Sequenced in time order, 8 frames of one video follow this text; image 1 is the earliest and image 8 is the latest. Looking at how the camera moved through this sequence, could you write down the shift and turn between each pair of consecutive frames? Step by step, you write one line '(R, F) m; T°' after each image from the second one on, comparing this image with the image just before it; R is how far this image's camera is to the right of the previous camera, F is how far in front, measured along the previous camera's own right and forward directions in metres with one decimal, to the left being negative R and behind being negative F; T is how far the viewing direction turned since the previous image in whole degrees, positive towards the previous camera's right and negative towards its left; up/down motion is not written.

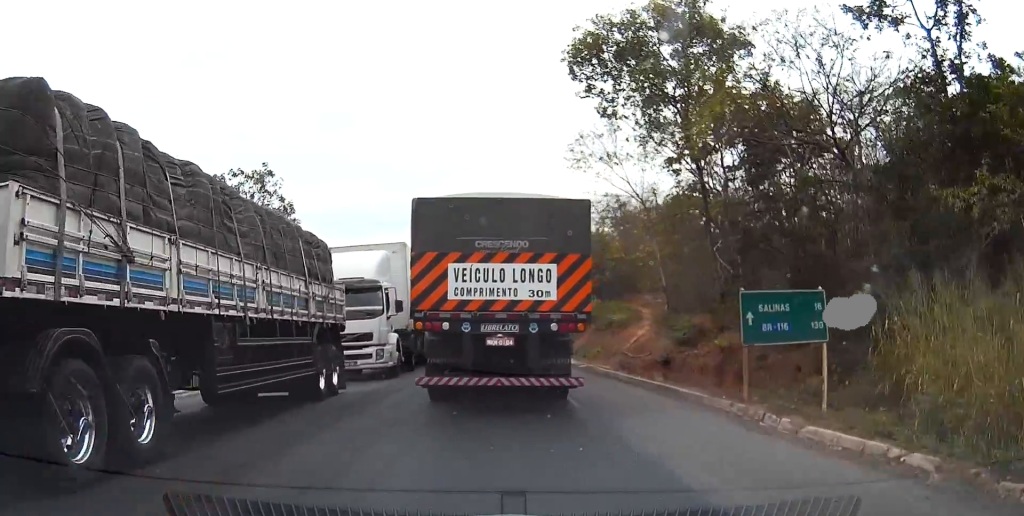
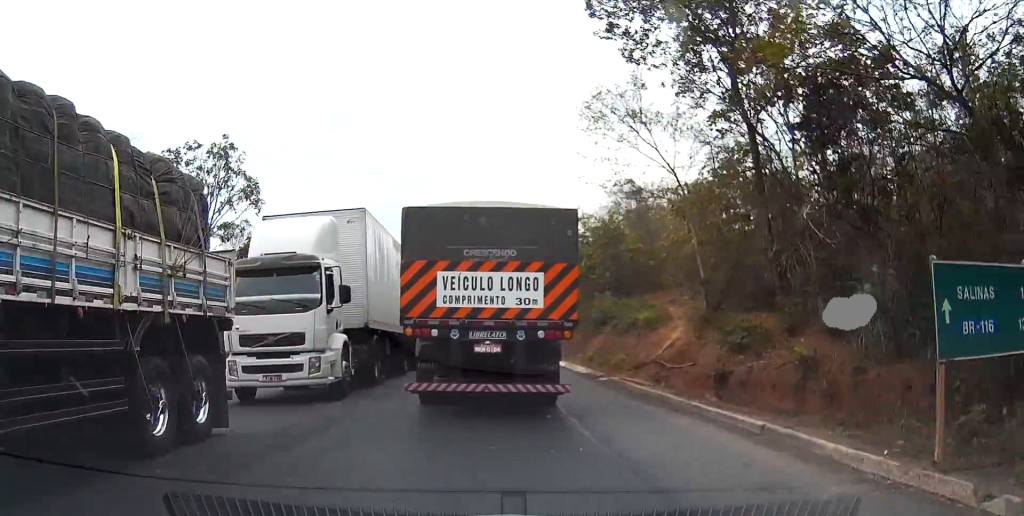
(0.0, +6.9) m; +1°
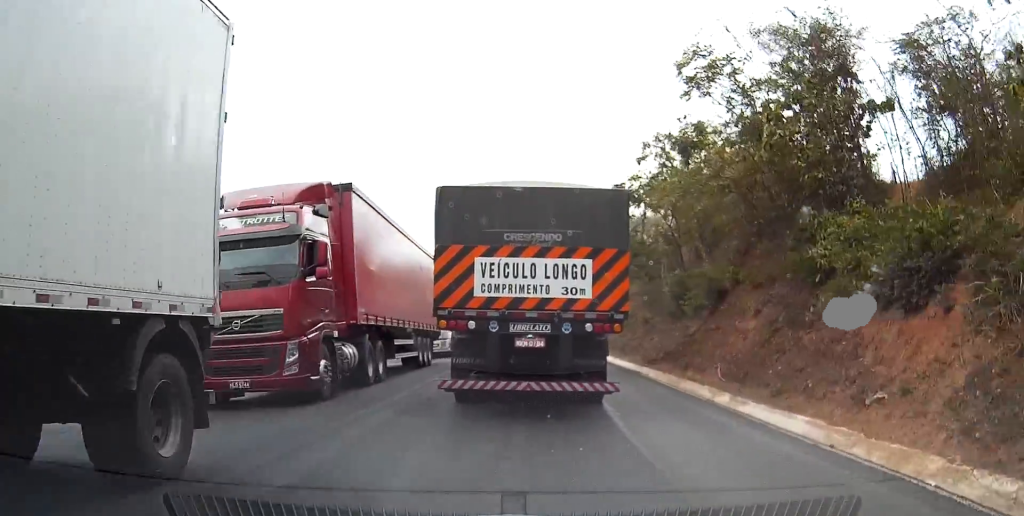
(-0.3, +27.6) m; -2°
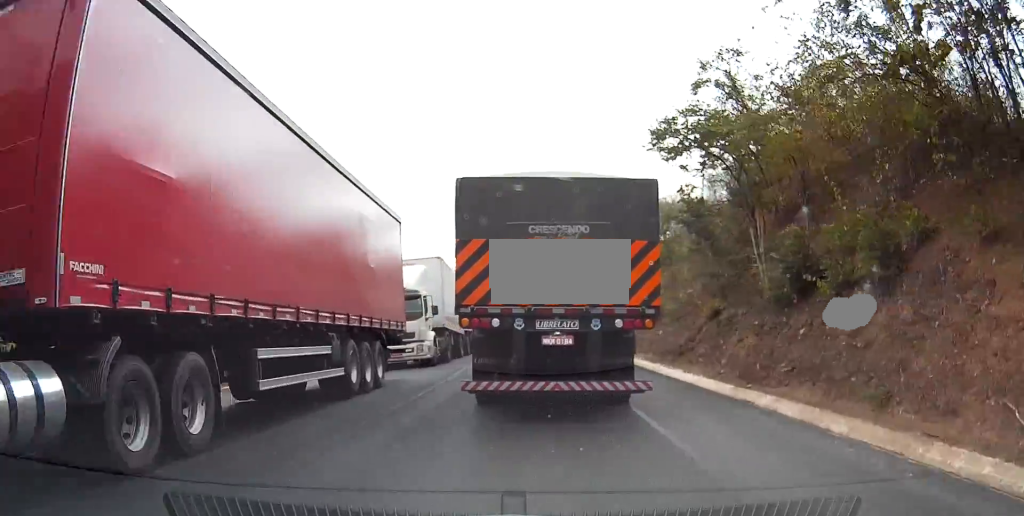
(0.0, +10.9) m; 0°
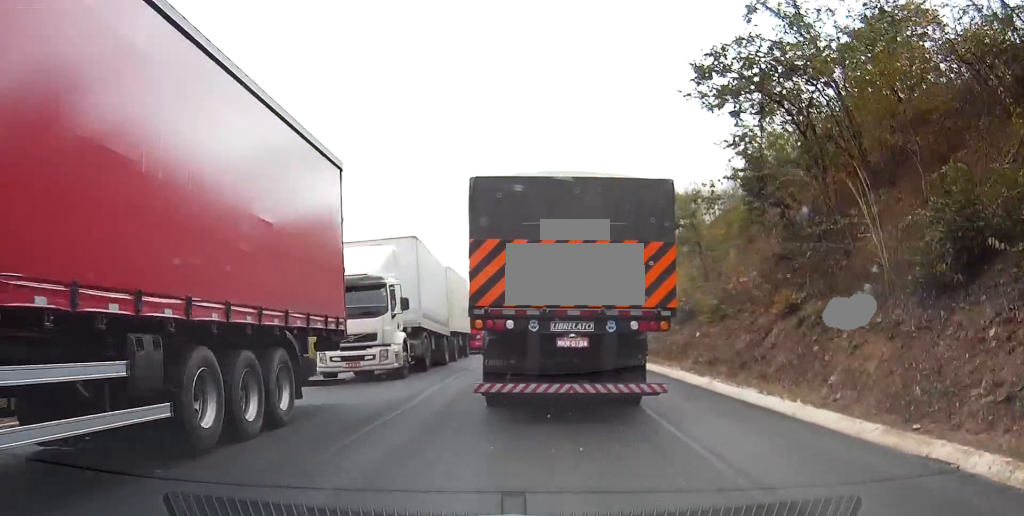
(0.0, +6.7) m; +1°
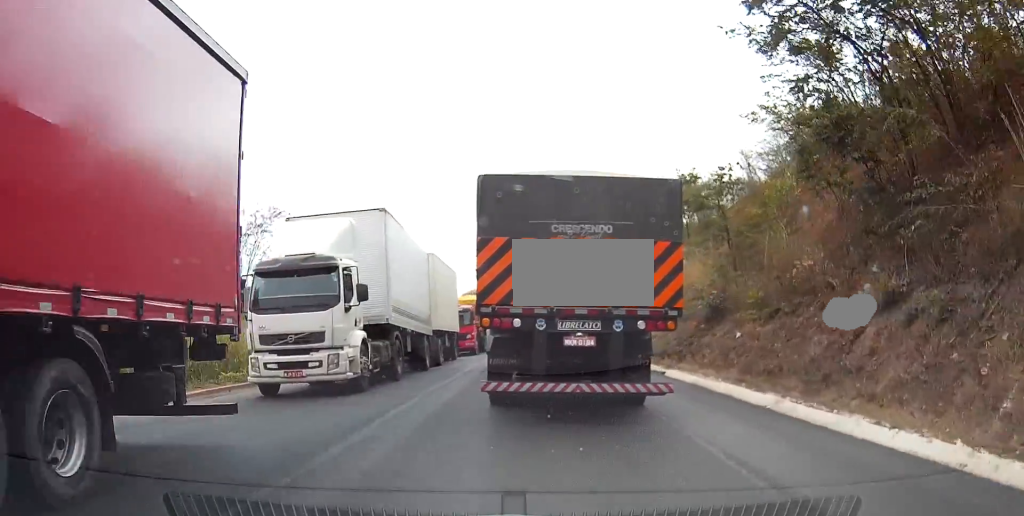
(0.0, +5.0) m; 0°
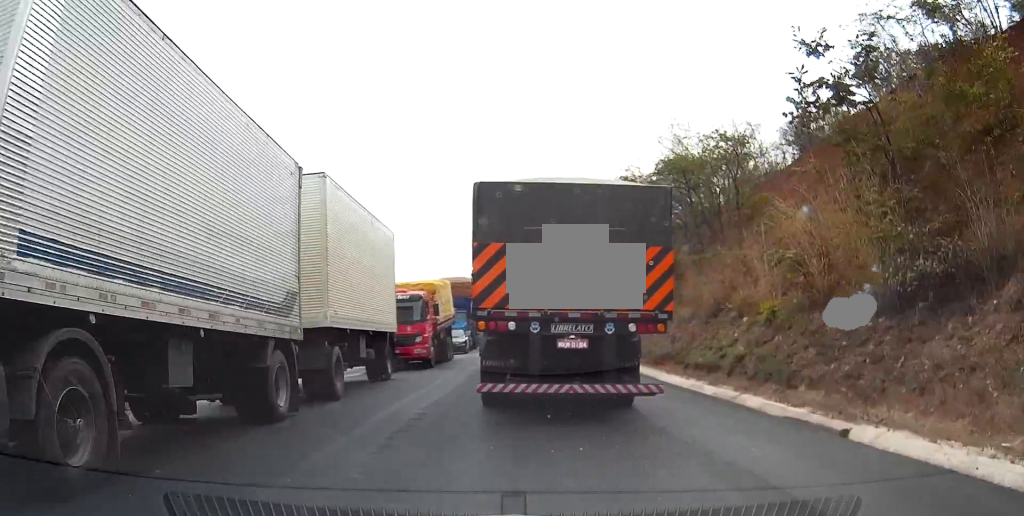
(-0.1, +14.2) m; -2°
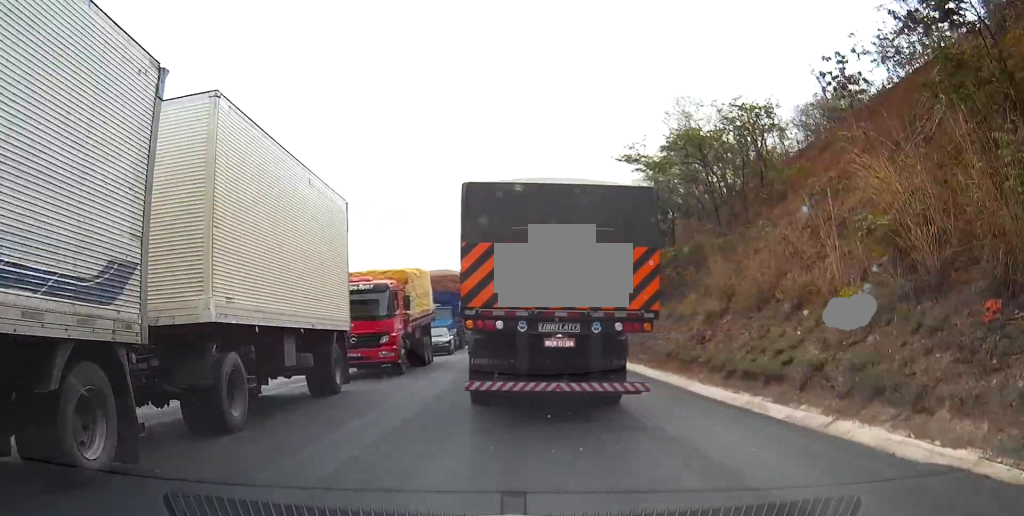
(-0.1, +4.9) m; -1°
